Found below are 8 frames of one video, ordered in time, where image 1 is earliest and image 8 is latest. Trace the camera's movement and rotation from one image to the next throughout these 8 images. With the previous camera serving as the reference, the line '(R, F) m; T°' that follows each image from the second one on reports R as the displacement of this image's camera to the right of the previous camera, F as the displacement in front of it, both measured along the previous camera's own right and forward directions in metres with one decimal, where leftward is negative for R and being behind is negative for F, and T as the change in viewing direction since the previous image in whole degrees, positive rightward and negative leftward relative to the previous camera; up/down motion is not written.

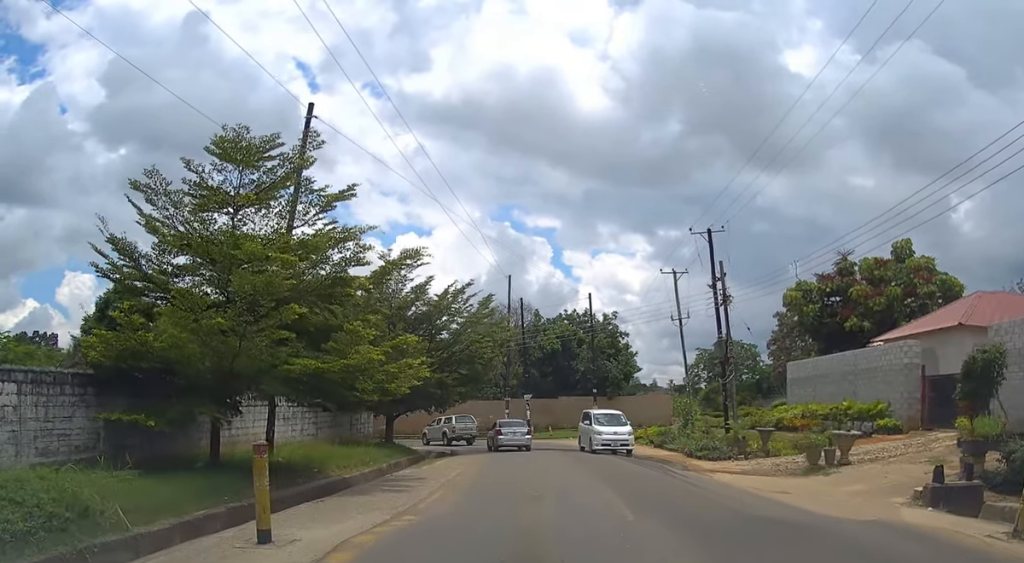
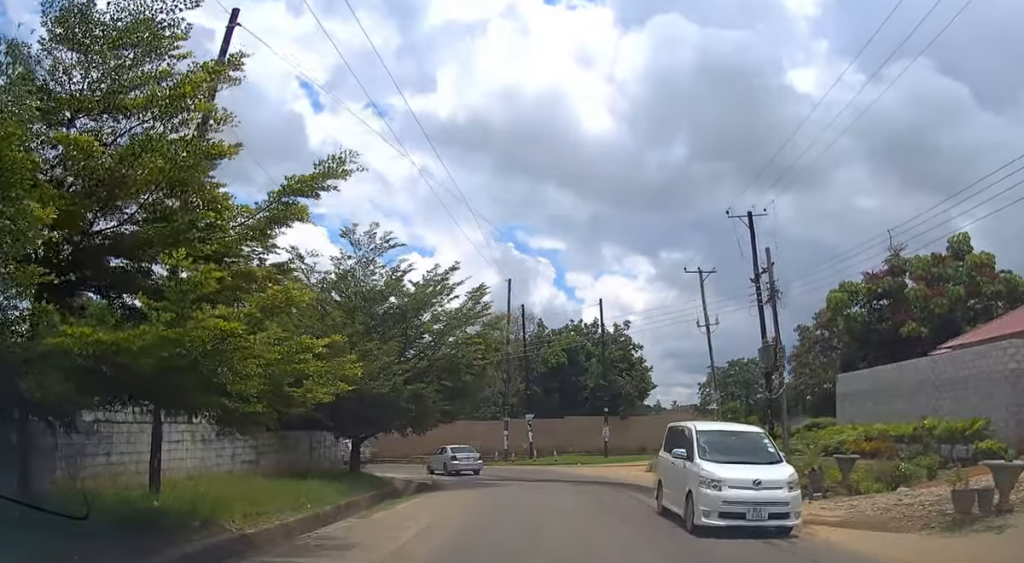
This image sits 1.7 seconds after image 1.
(-0.2, +7.1) m; -2°
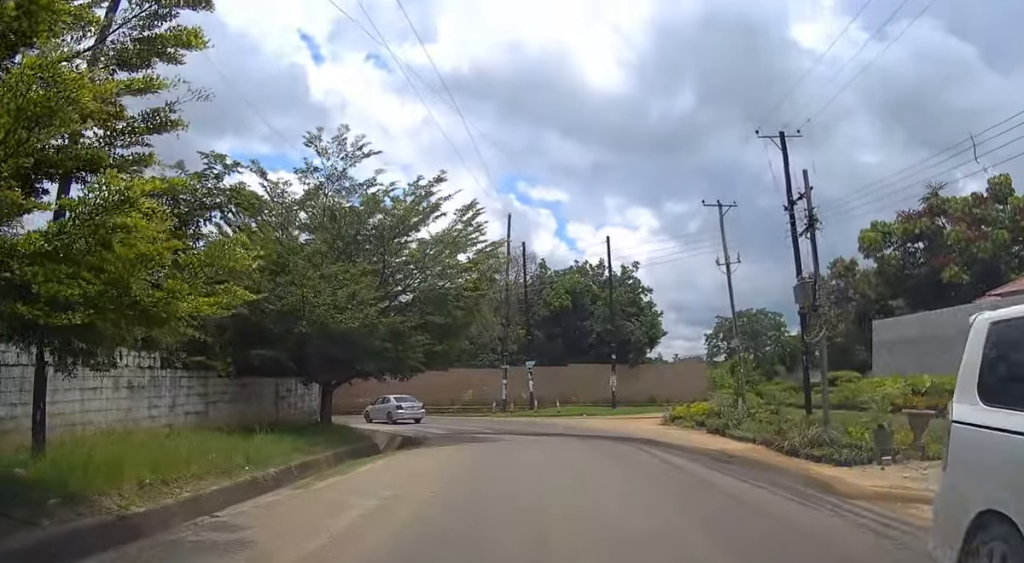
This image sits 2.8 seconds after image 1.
(+0.1, +3.8) m; +1°
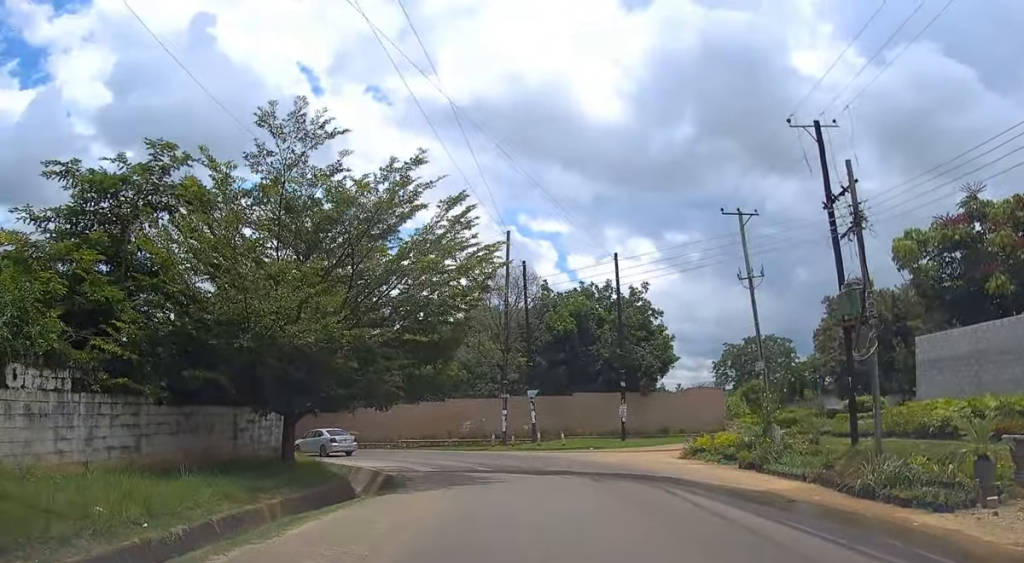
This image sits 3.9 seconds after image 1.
(0.0, +3.4) m; 0°
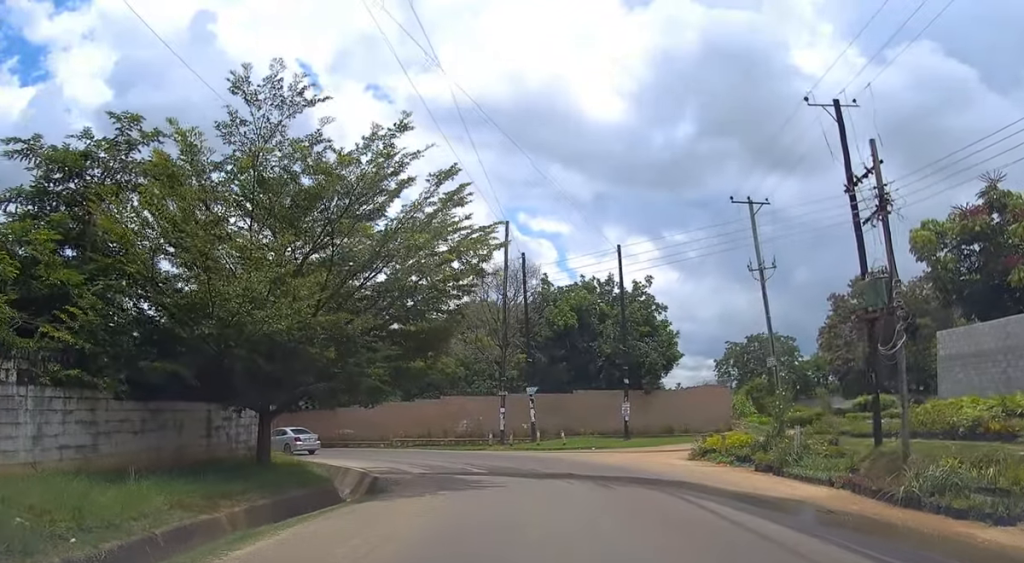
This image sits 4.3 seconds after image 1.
(0.0, +1.6) m; -1°
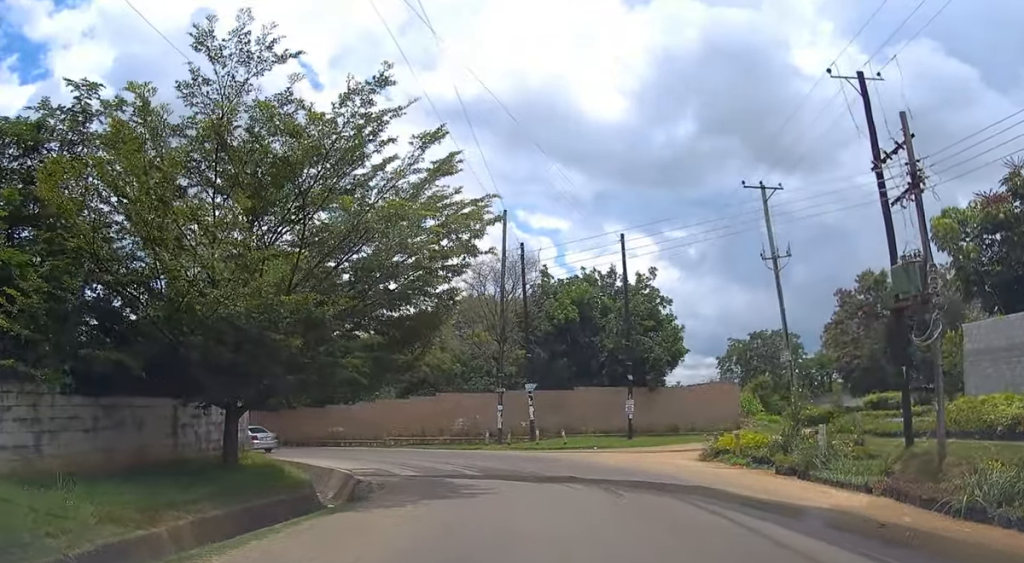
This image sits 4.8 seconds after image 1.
(0.0, +1.8) m; -1°
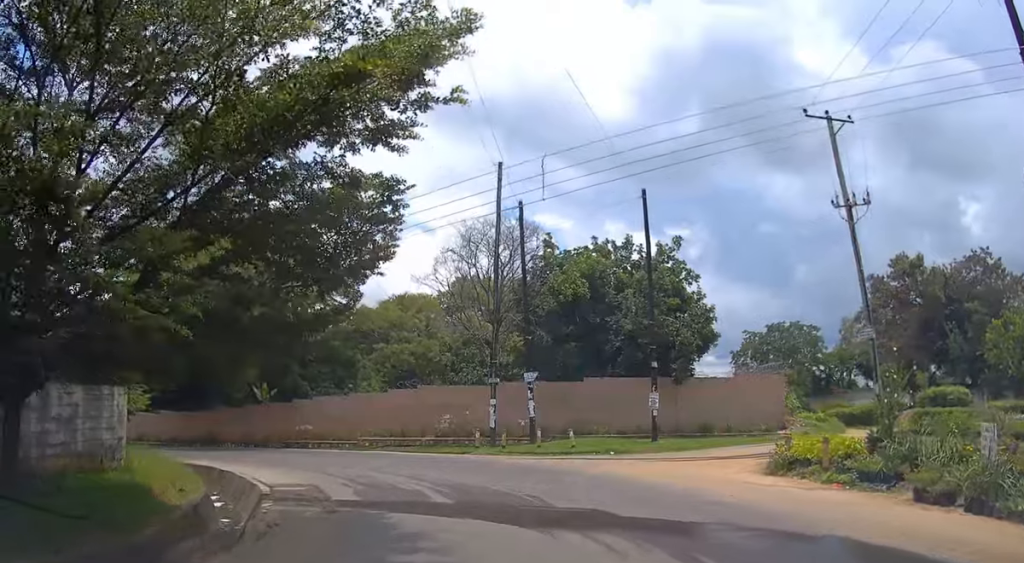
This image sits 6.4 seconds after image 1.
(-0.1, +6.4) m; 0°
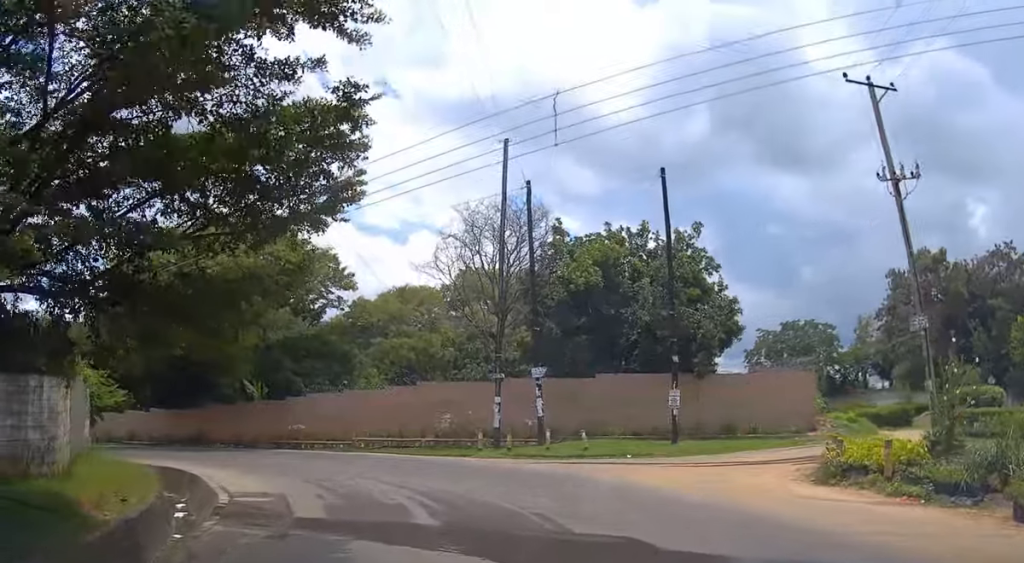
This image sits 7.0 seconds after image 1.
(0.0, +2.4) m; -1°
